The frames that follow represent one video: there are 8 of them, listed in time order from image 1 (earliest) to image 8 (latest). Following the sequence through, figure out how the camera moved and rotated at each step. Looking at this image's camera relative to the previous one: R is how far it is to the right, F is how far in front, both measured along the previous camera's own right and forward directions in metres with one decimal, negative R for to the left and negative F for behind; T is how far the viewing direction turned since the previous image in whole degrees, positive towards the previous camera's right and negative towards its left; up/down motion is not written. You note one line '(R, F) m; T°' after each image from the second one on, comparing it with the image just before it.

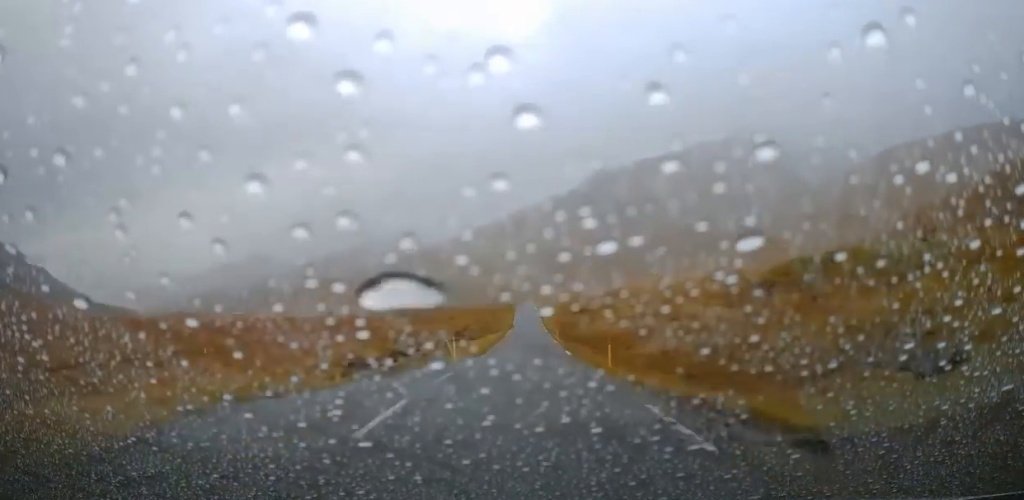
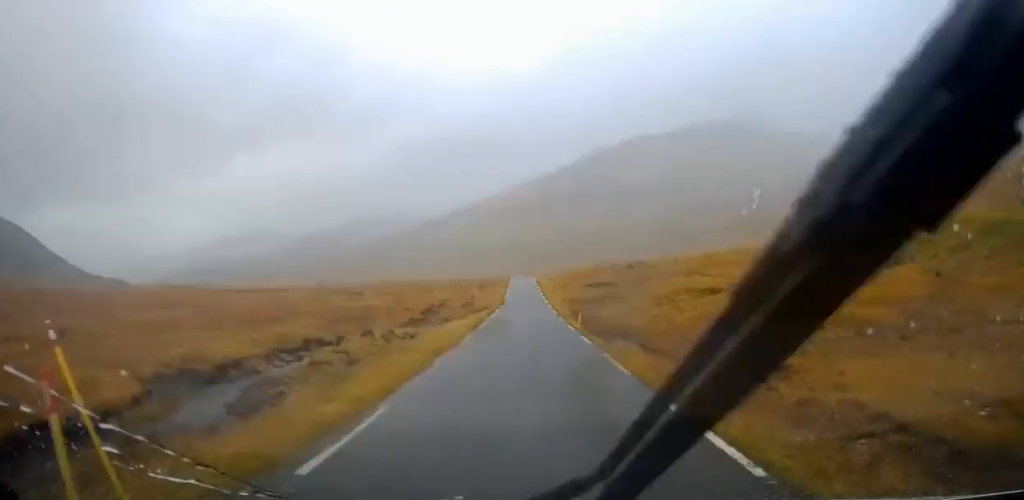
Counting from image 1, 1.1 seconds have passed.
(0.0, +19.8) m; 0°
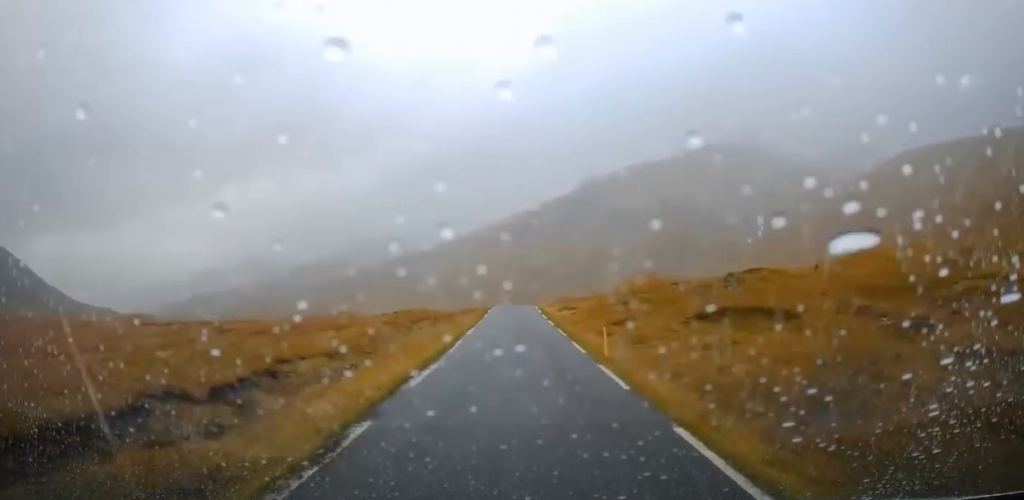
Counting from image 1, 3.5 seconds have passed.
(+0.3, +42.0) m; +1°
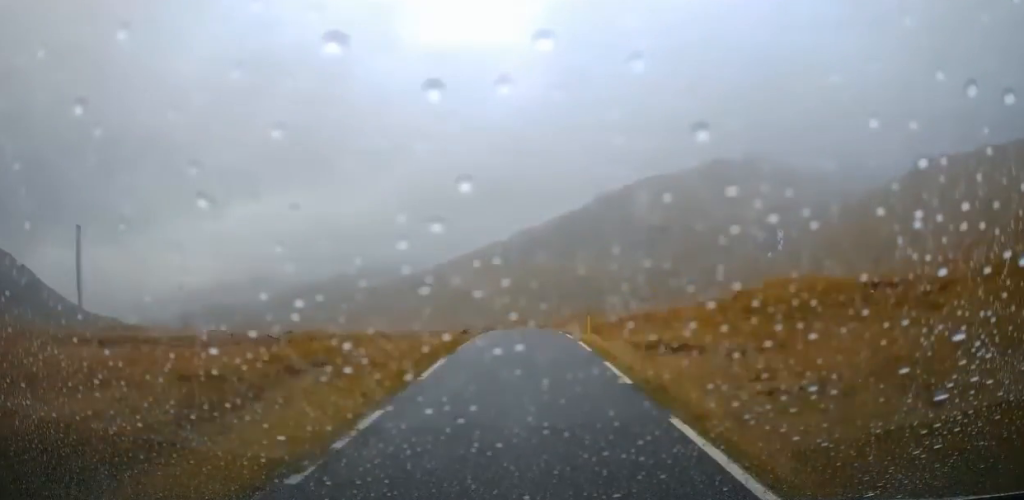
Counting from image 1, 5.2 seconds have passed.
(+0.1, +29.1) m; 0°
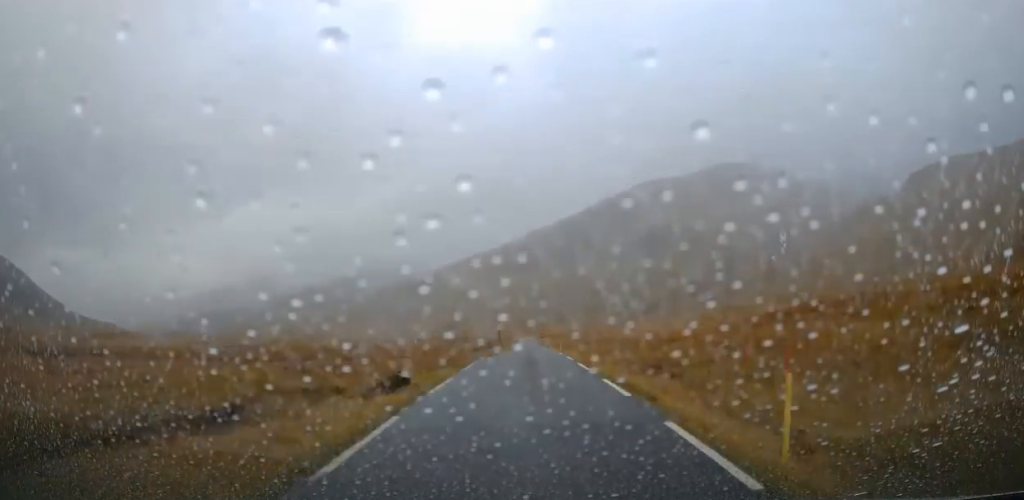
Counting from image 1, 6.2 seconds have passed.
(0.0, +17.5) m; 0°
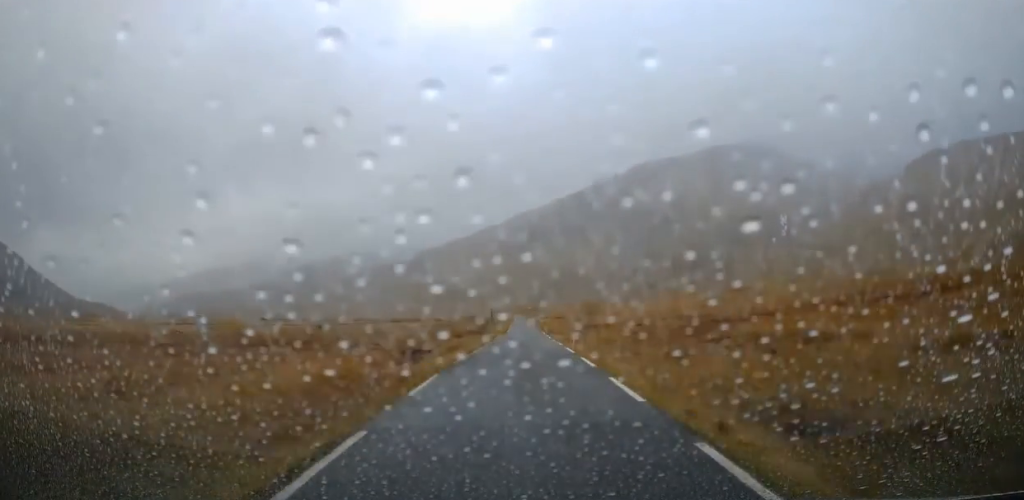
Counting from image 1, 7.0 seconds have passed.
(0.0, +13.8) m; 0°
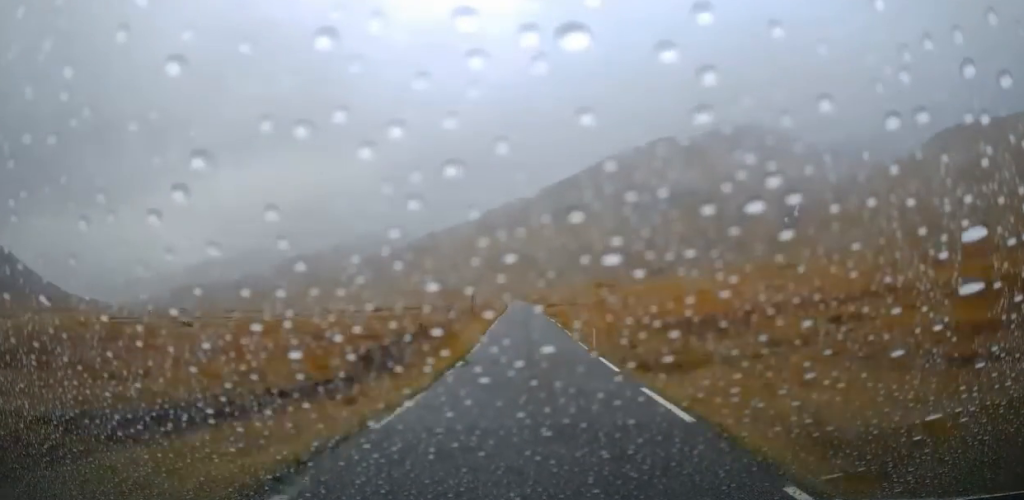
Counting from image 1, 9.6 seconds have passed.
(0.0, +44.7) m; 0°
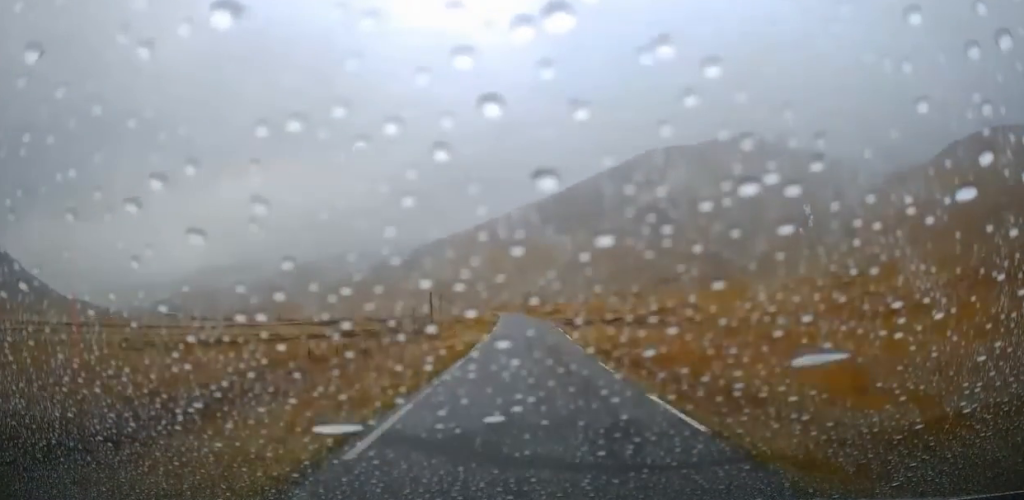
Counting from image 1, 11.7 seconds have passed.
(0.0, +36.1) m; 0°
